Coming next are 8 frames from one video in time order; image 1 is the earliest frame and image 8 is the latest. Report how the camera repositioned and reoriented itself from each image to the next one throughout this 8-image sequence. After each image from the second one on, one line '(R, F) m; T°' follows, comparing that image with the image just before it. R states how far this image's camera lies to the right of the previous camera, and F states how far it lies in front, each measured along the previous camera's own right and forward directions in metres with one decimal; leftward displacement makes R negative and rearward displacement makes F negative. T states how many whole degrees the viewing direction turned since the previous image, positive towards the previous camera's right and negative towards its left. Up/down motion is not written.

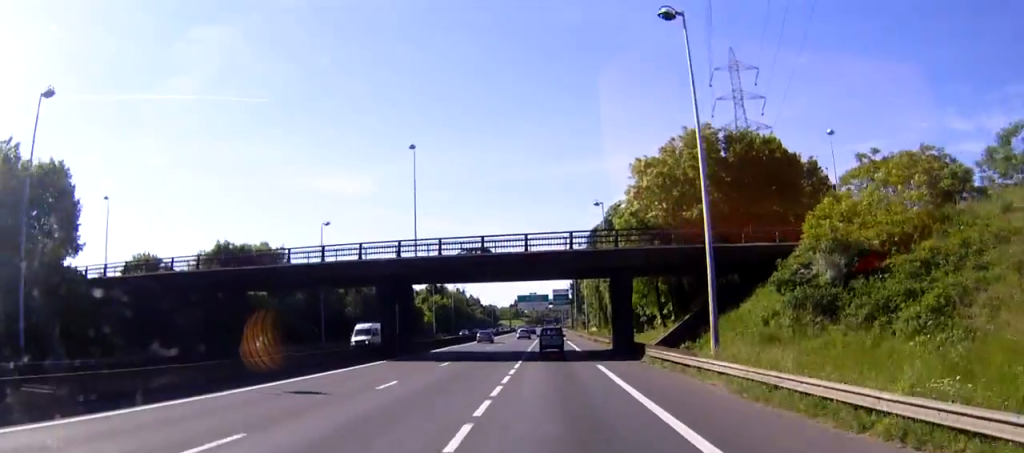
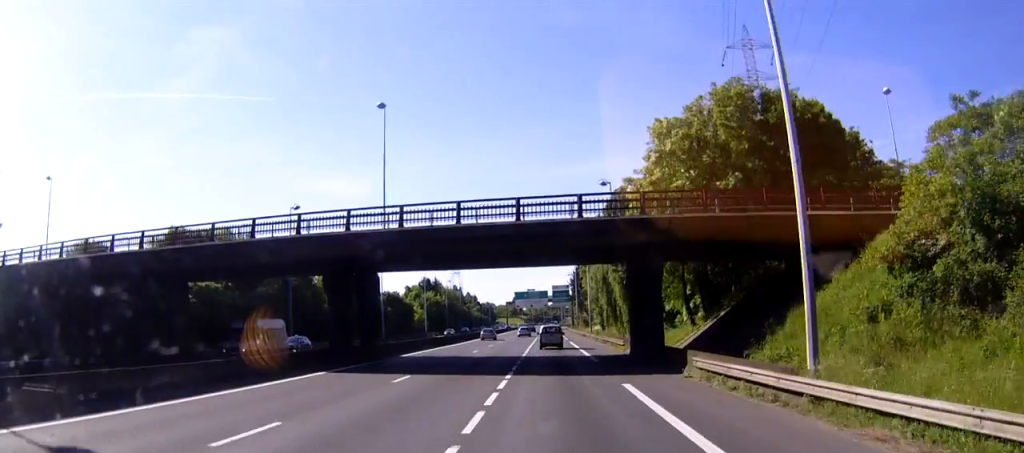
(0.0, +11.0) m; 0°
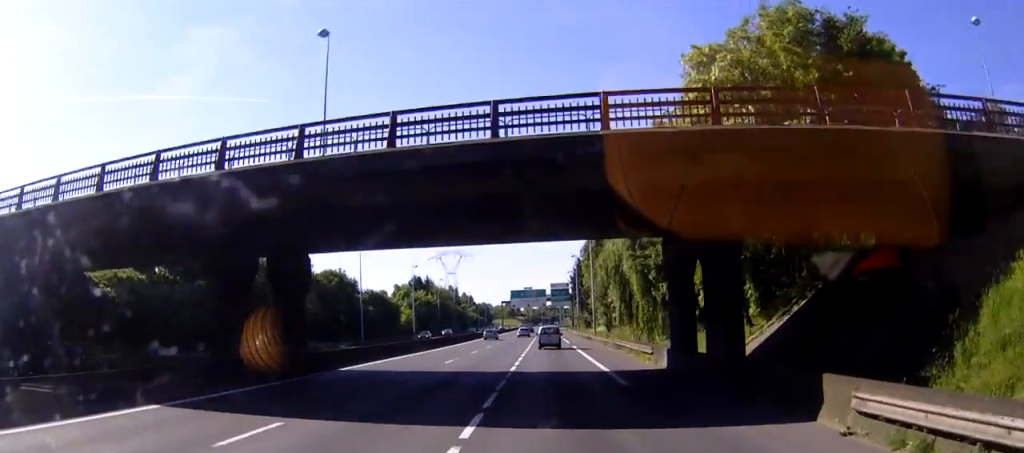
(0.0, +13.0) m; 0°
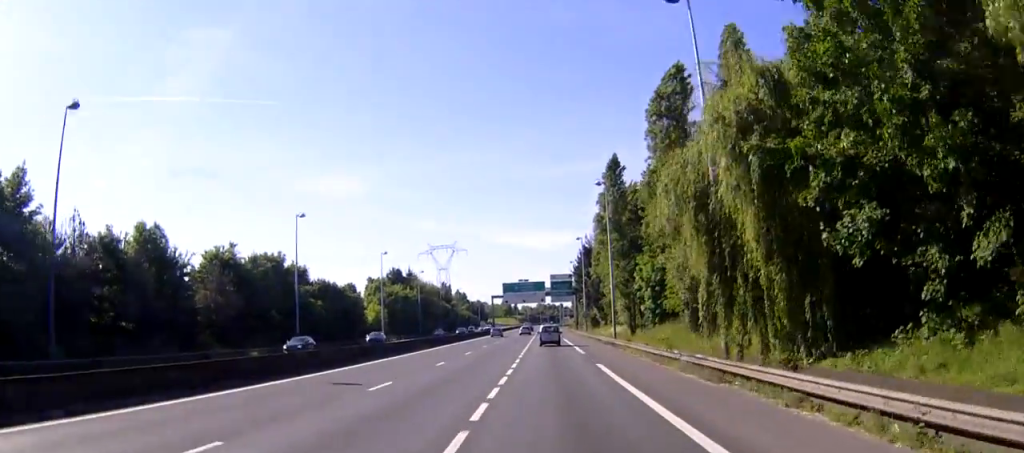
(-0.1, +29.1) m; 0°
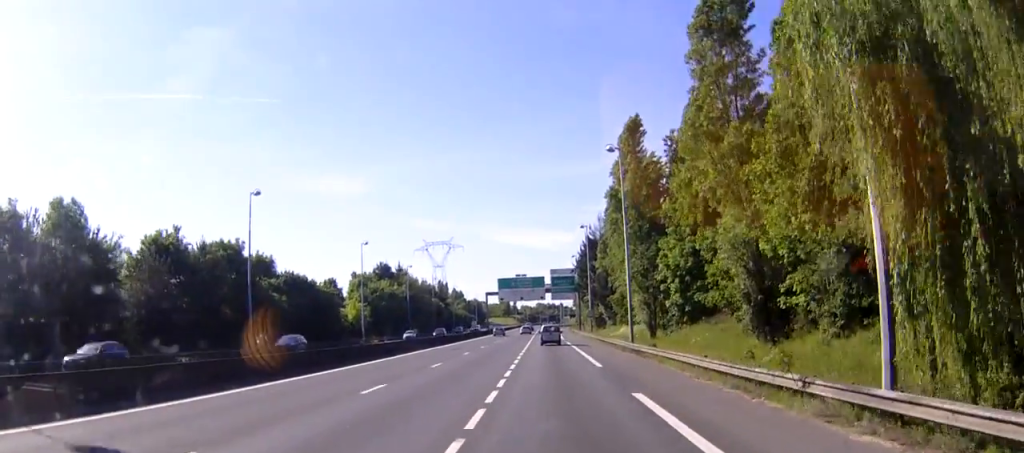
(0.0, +13.8) m; 0°
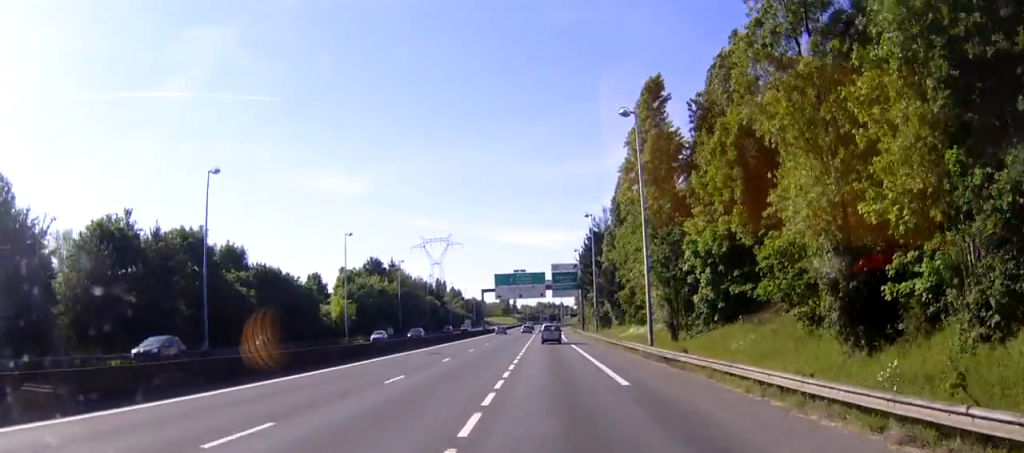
(0.0, +9.8) m; 0°
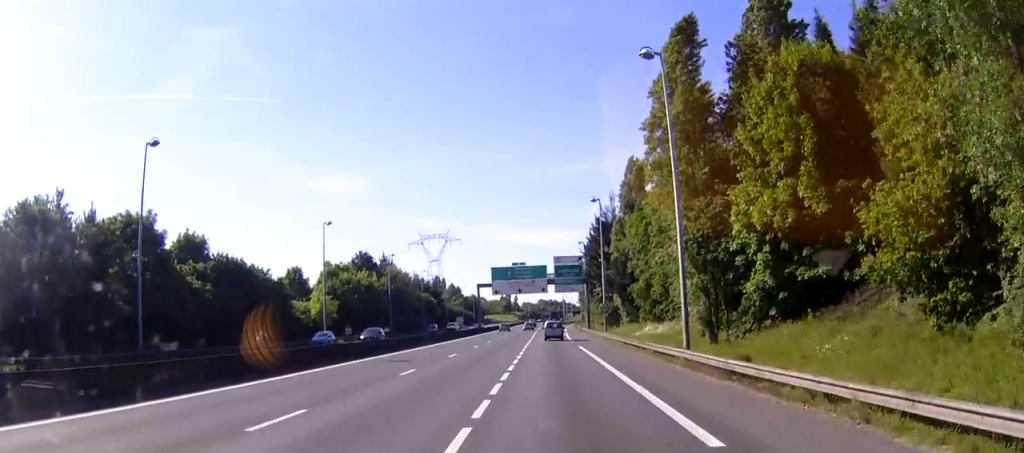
(0.0, +11.1) m; 0°
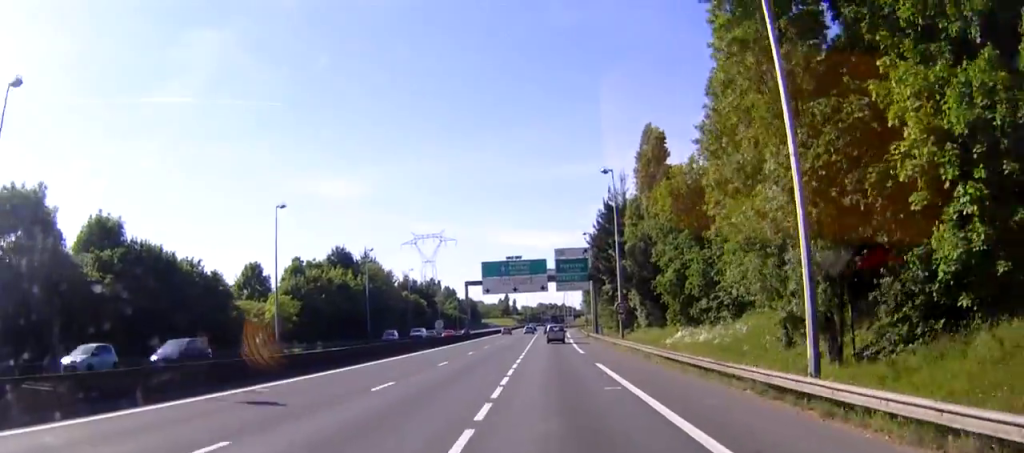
(0.0, +16.9) m; 0°
